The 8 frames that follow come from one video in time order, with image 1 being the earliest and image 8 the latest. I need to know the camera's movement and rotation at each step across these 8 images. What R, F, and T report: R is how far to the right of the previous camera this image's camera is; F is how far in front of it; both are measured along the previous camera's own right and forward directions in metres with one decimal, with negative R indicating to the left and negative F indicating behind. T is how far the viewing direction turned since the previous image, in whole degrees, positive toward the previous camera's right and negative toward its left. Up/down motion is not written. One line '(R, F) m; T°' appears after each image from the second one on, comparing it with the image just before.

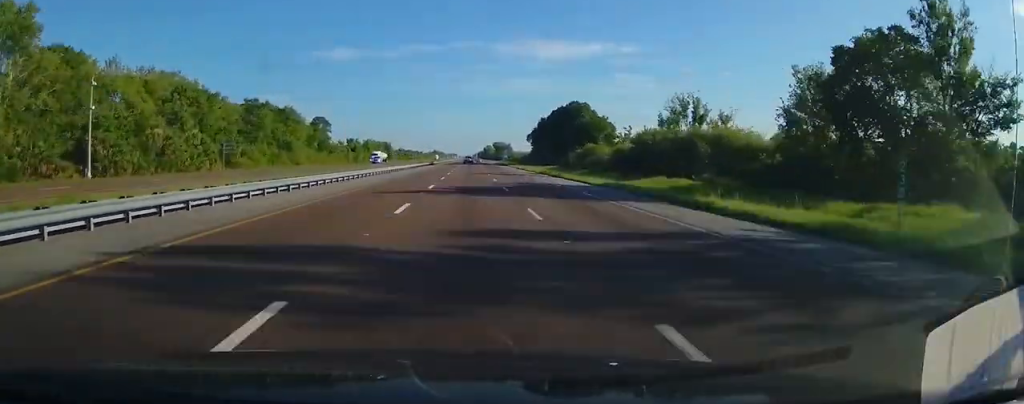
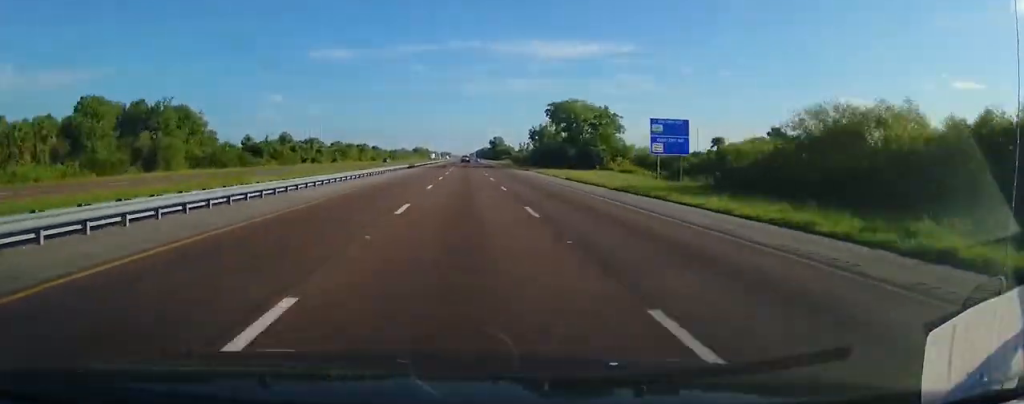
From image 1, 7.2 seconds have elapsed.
(+1.5, +247.7) m; 0°
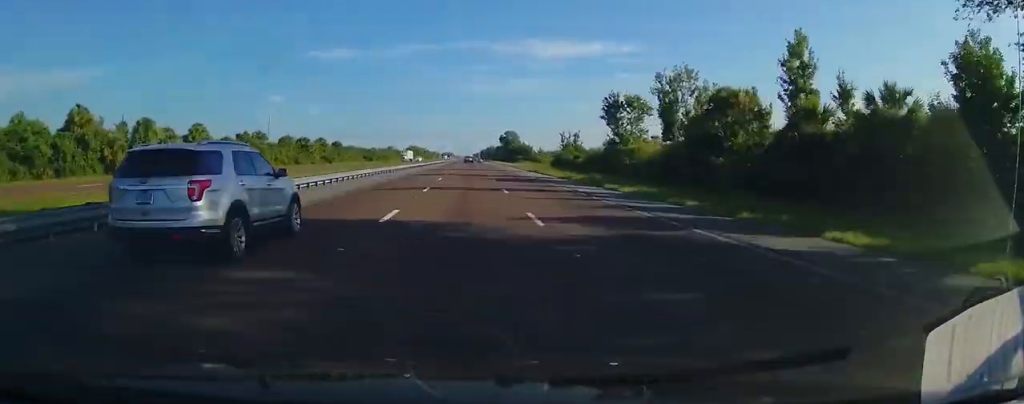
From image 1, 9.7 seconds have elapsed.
(-0.4, +88.3) m; 0°
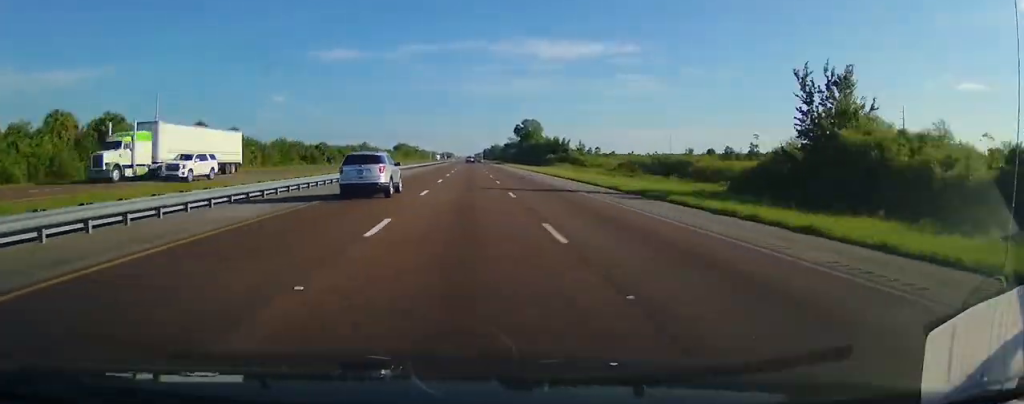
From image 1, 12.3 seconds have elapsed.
(-0.1, +88.9) m; 0°
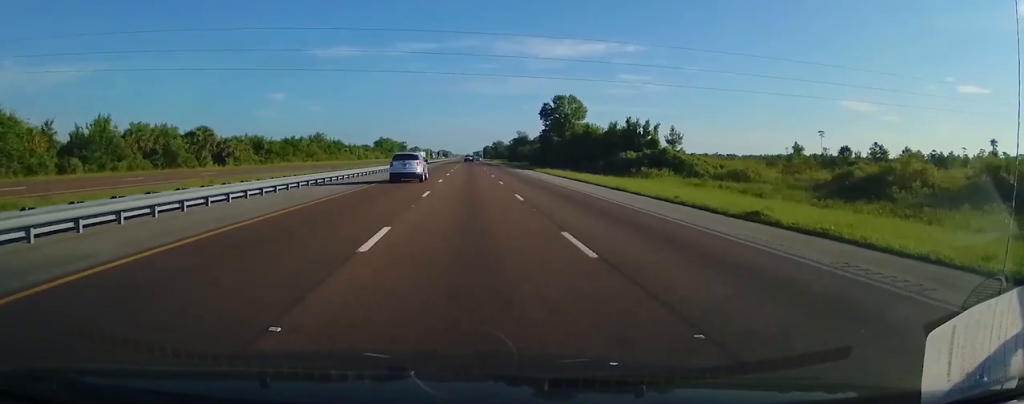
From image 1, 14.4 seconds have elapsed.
(+0.1, +75.2) m; 0°
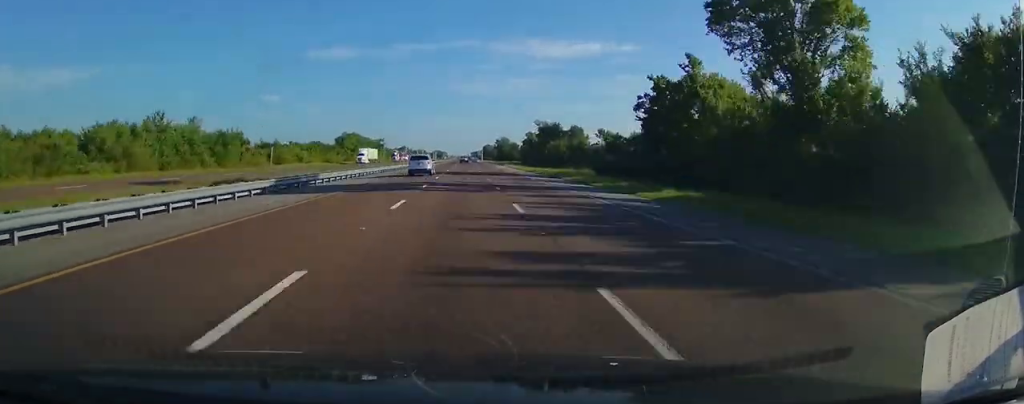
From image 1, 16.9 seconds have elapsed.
(-0.3, +89.6) m; 0°
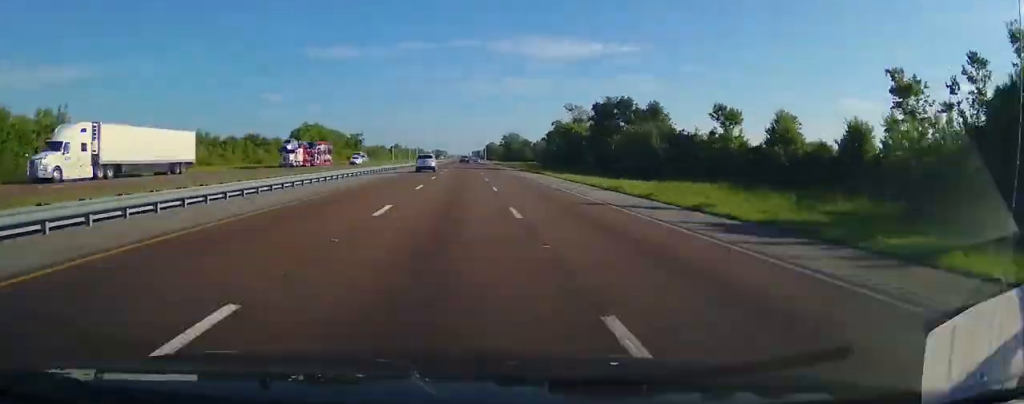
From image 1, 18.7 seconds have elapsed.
(-0.2, +61.5) m; 0°
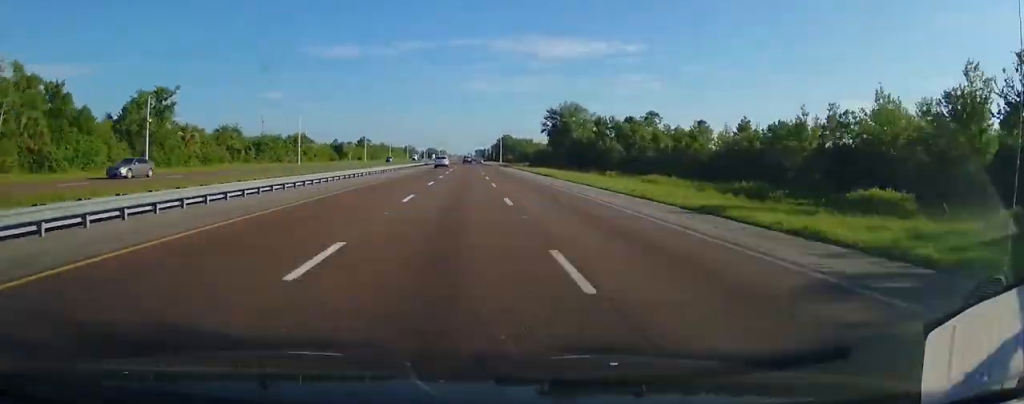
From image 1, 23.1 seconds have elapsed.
(+0.7, +156.3) m; 0°
